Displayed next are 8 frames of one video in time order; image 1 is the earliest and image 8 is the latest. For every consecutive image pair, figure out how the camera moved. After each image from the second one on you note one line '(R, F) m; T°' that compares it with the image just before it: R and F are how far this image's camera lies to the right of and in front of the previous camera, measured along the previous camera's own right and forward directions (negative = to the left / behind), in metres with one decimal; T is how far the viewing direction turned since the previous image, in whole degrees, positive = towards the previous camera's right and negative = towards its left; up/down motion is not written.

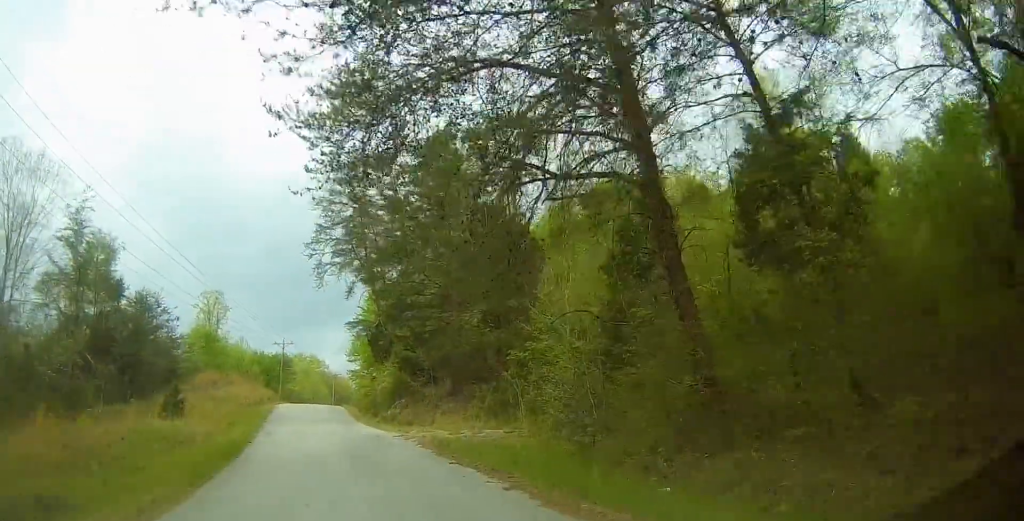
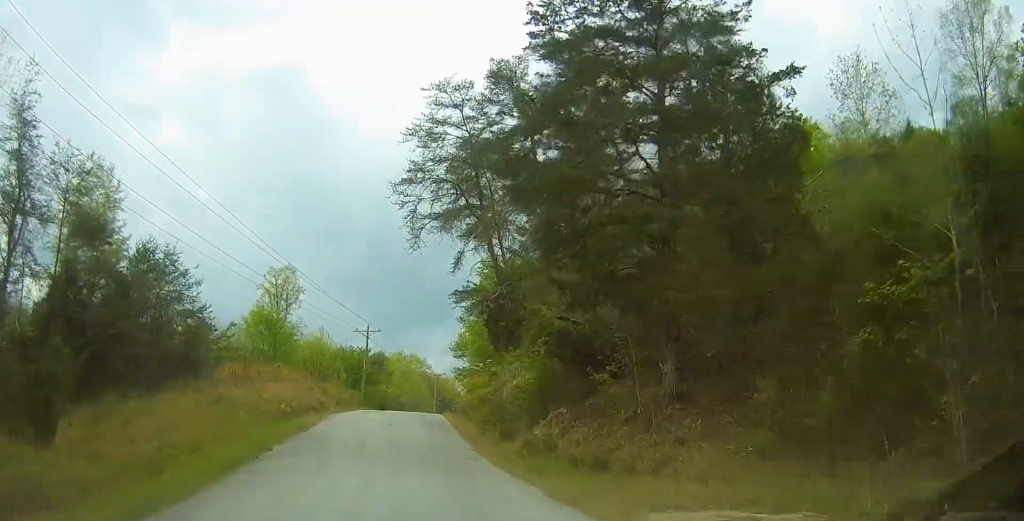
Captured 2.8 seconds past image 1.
(-2.3, +19.6) m; -7°
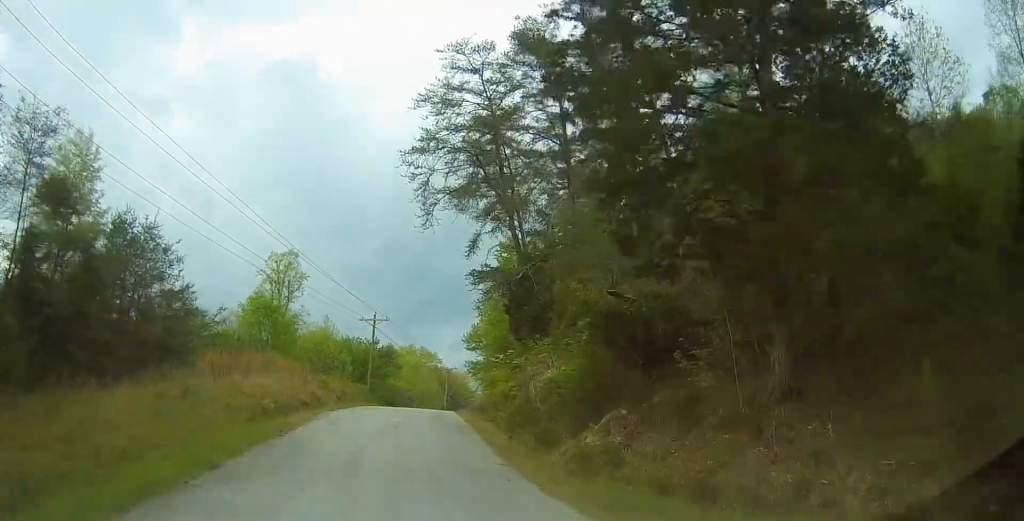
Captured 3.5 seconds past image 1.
(0.0, +4.7) m; -3°
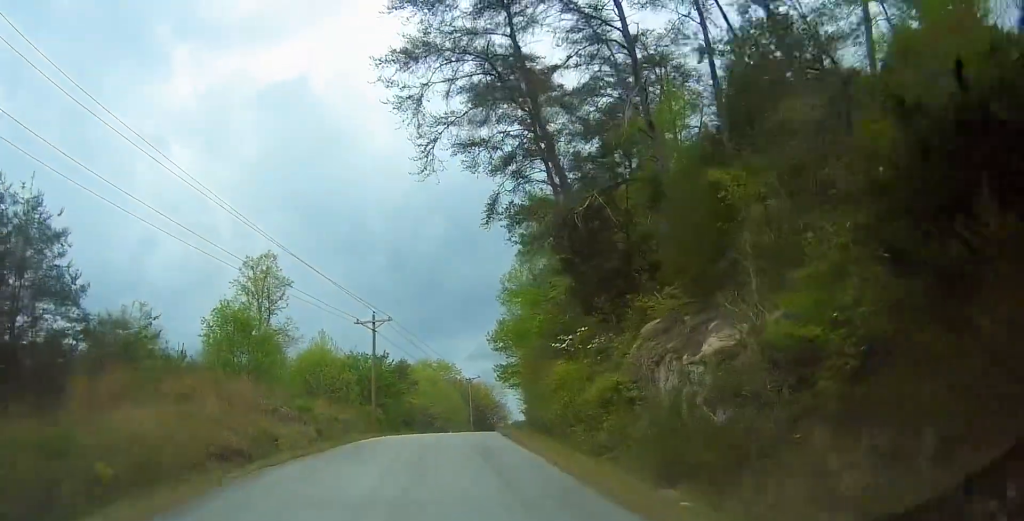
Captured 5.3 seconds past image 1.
(-0.4, +12.1) m; -2°
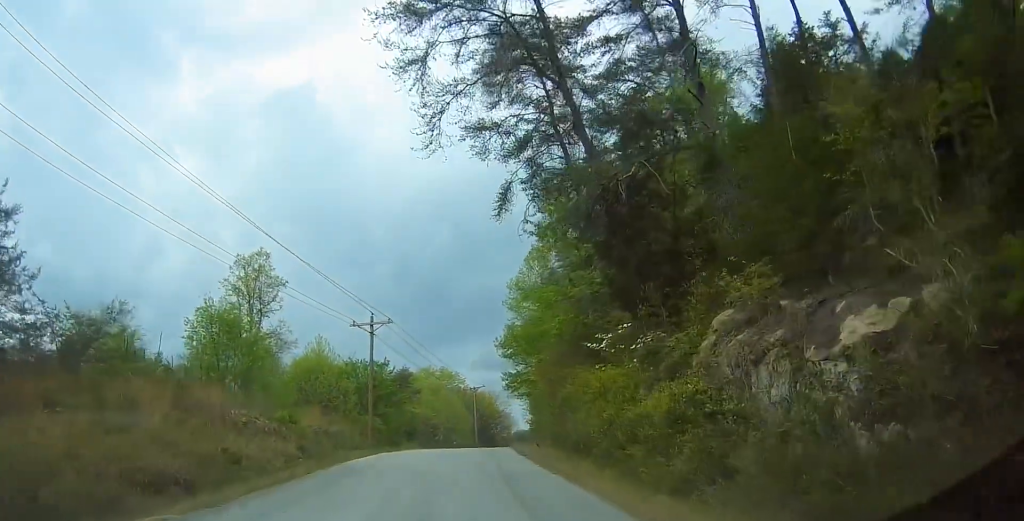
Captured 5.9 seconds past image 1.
(+0.2, +4.0) m; 0°
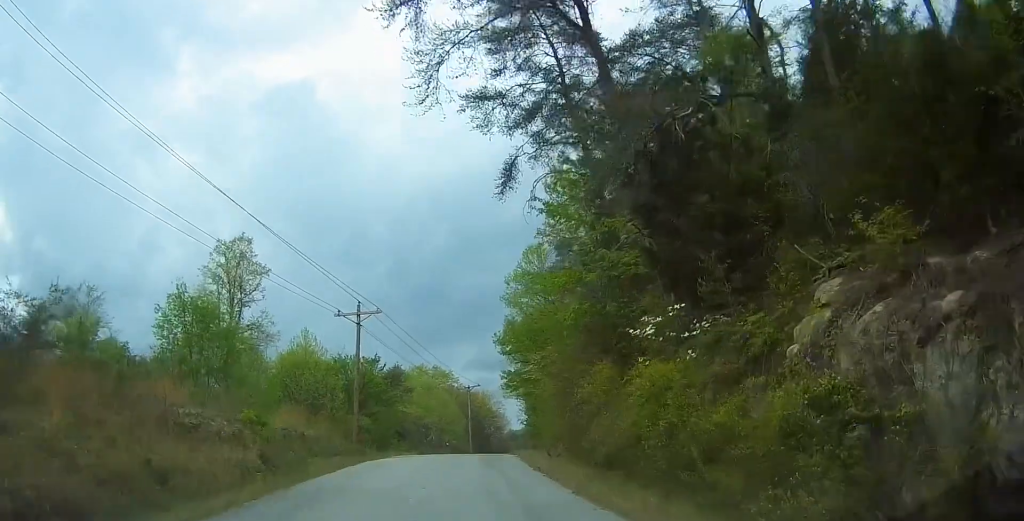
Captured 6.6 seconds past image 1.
(-0.3, +3.9) m; -1°
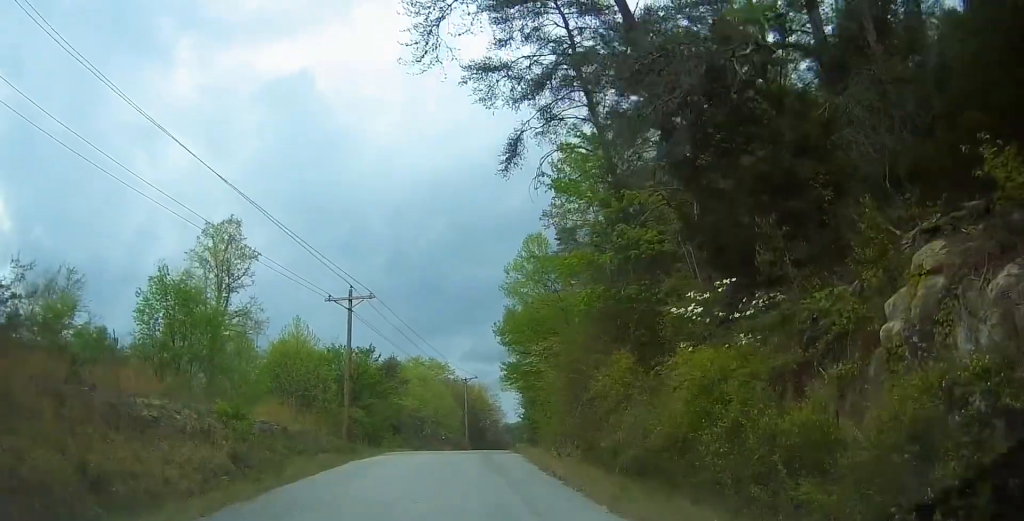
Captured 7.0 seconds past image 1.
(-0.1, +2.4) m; 0°
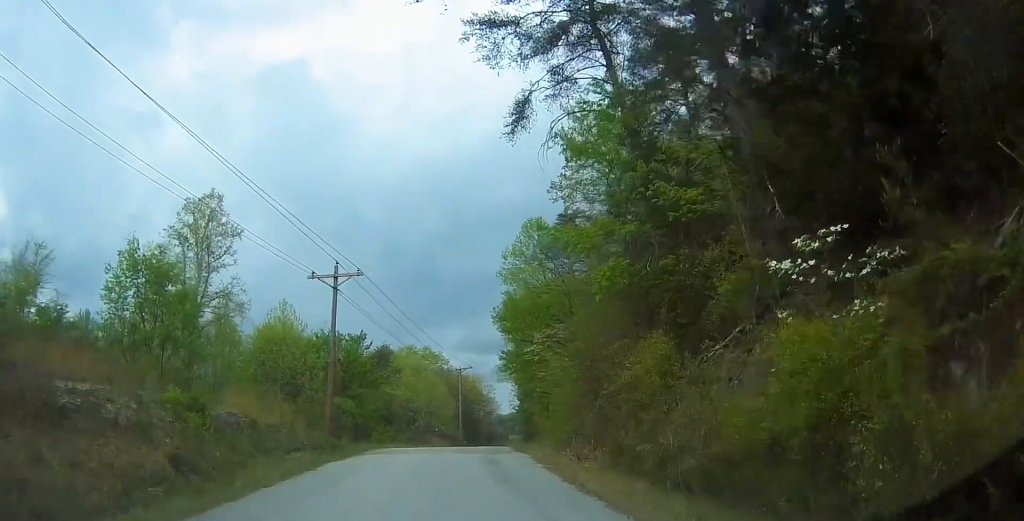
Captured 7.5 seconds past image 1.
(+0.2, +3.2) m; +3°
